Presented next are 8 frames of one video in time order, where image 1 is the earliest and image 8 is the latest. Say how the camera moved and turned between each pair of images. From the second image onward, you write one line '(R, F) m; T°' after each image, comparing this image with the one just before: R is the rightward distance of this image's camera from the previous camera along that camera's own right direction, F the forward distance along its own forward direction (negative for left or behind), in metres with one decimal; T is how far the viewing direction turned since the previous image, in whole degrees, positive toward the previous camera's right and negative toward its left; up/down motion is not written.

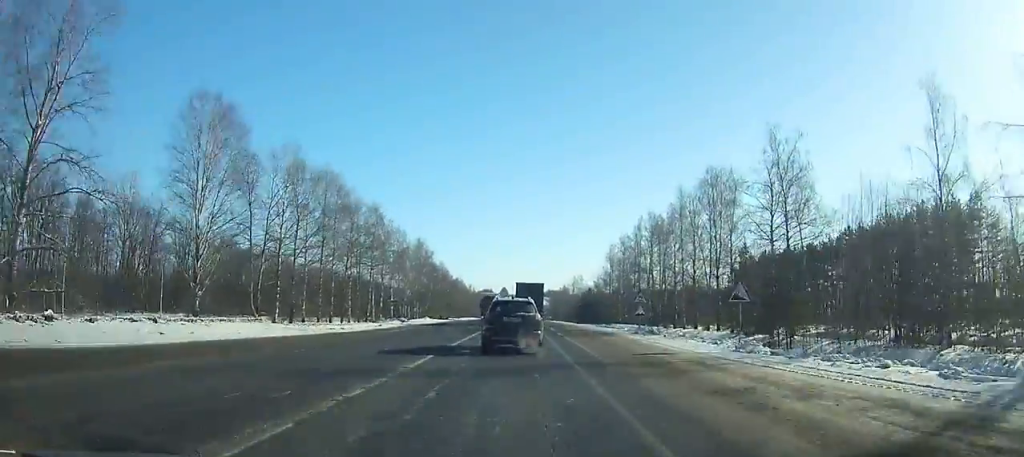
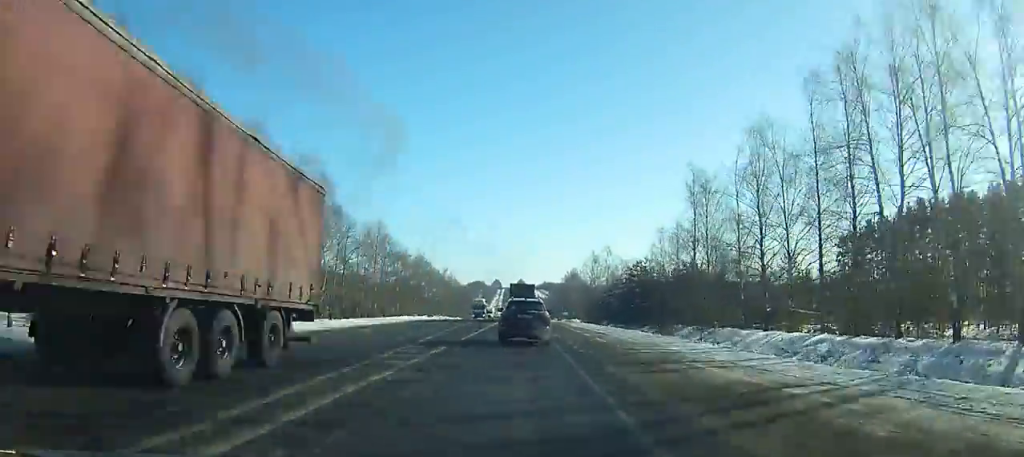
(+0.1, +87.6) m; 0°
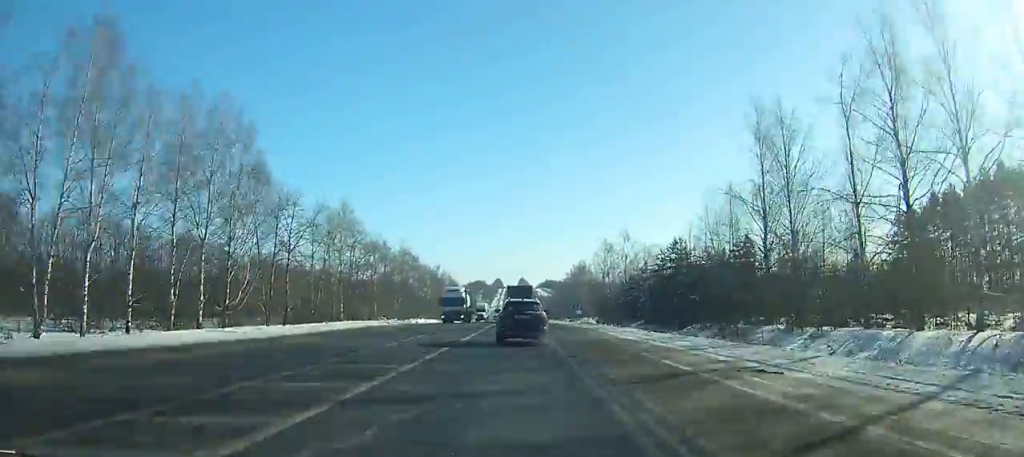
(0.0, +23.9) m; 0°
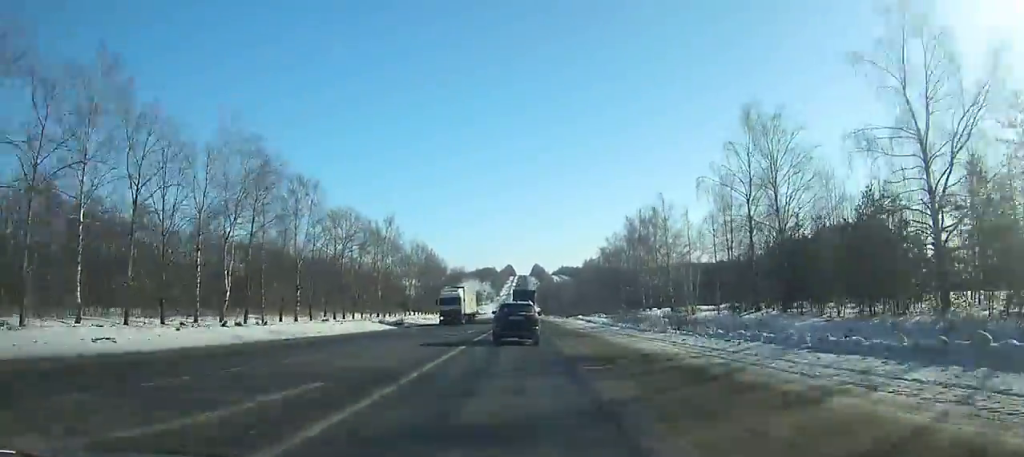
(-0.2, +92.0) m; 0°
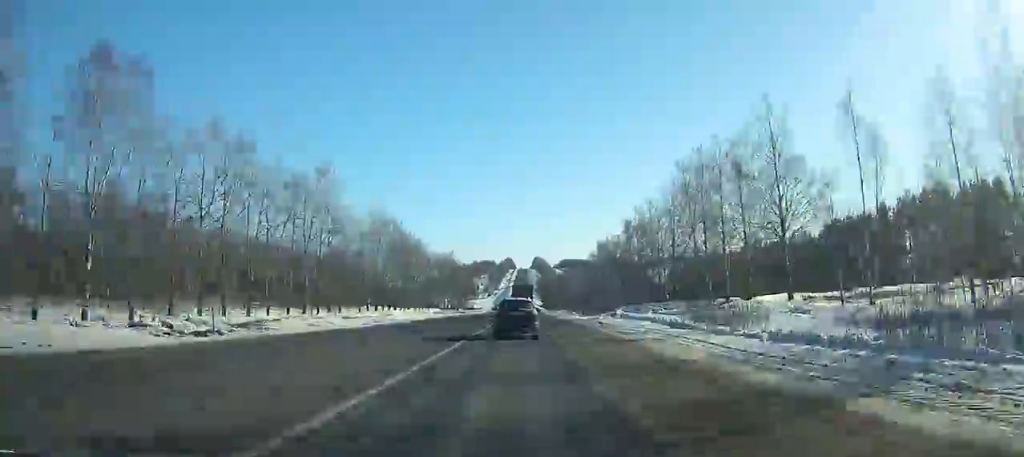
(0.0, +41.5) m; 0°
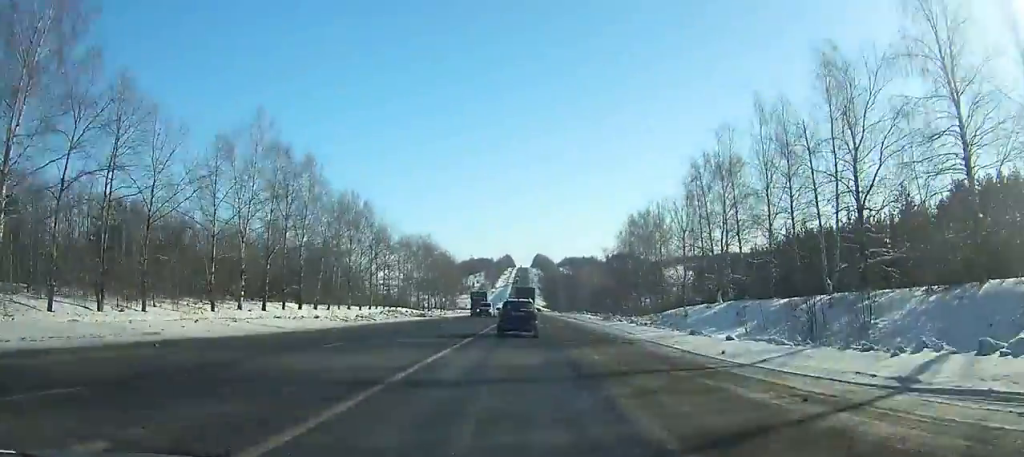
(-0.3, +52.8) m; 0°
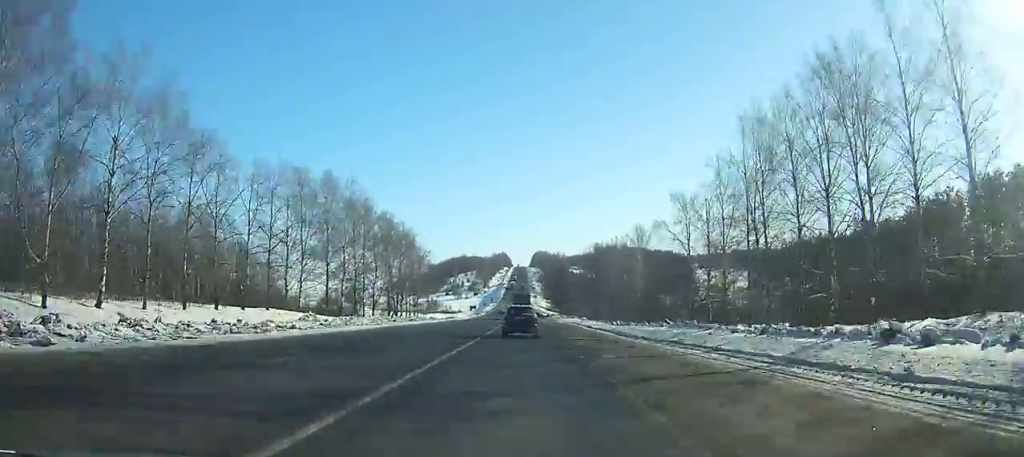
(+0.2, +76.1) m; 0°
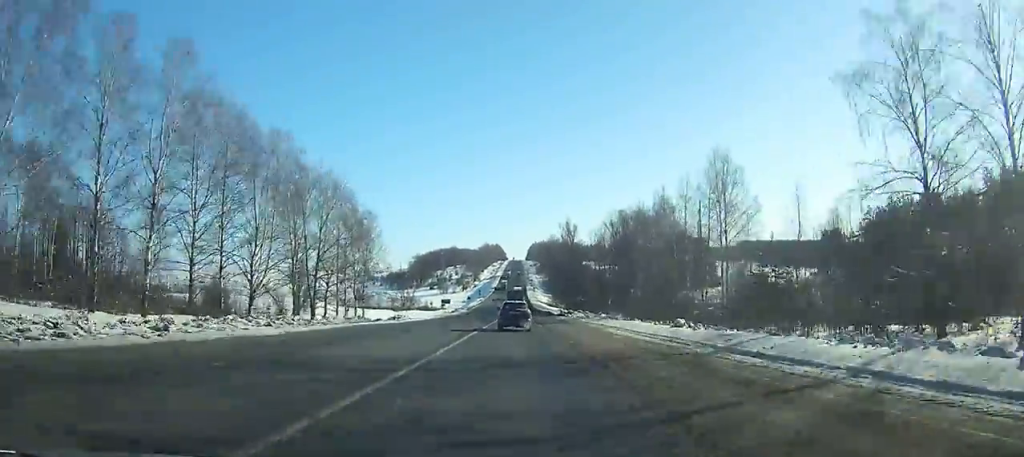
(+0.1, +50.5) m; 0°
